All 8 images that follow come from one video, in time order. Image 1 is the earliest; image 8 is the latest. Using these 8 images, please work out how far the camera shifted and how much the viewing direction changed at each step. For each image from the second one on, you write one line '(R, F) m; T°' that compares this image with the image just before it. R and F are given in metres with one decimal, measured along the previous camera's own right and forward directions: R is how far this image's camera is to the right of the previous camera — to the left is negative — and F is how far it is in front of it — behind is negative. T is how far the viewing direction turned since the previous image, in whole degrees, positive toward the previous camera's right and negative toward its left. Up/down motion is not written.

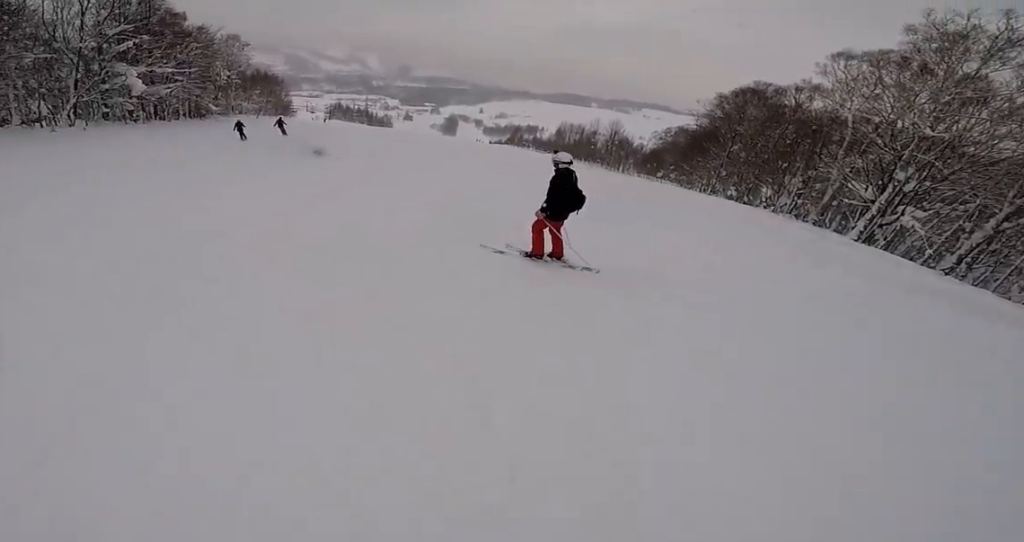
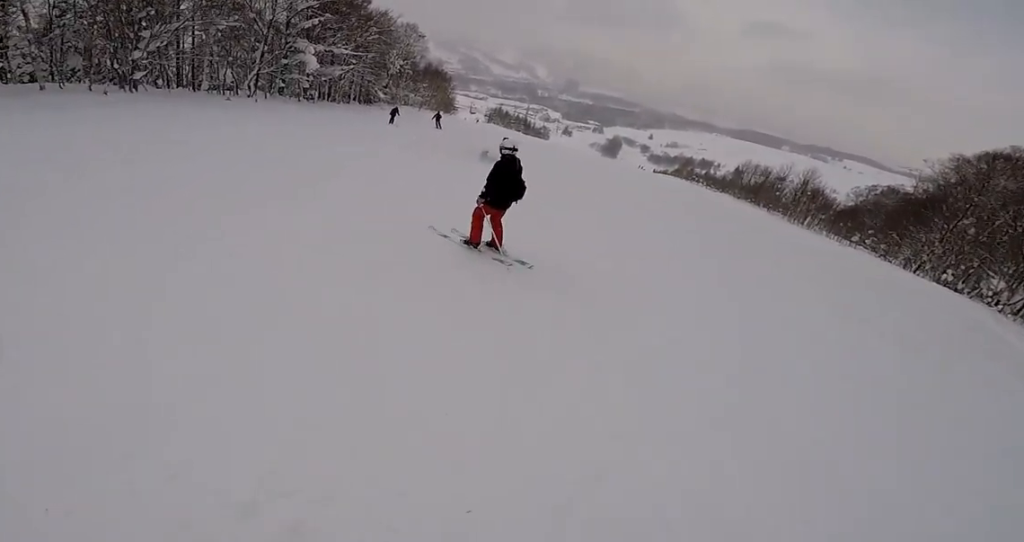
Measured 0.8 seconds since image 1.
(-0.7, +1.9) m; -25°
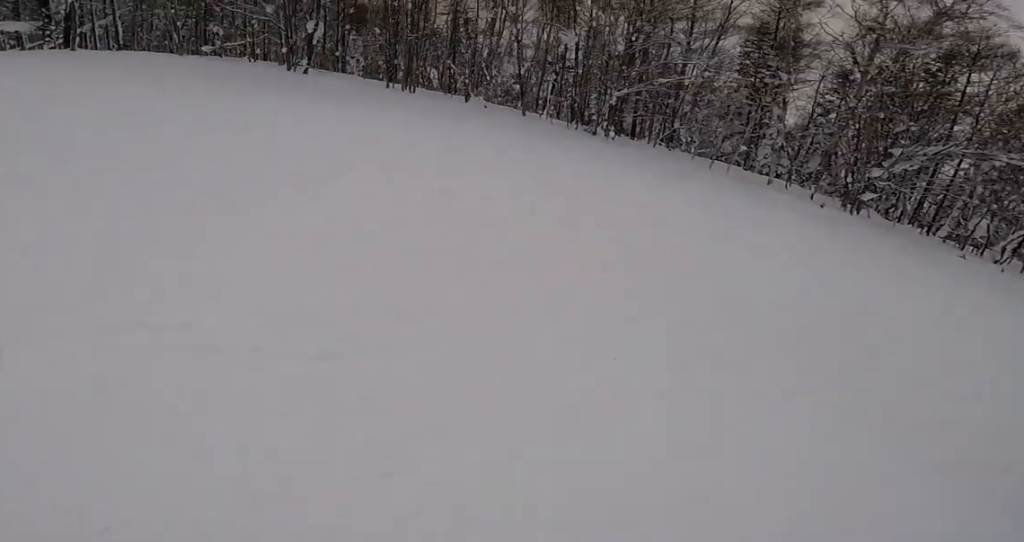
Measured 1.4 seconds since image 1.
(-0.7, +1.7) m; -13°
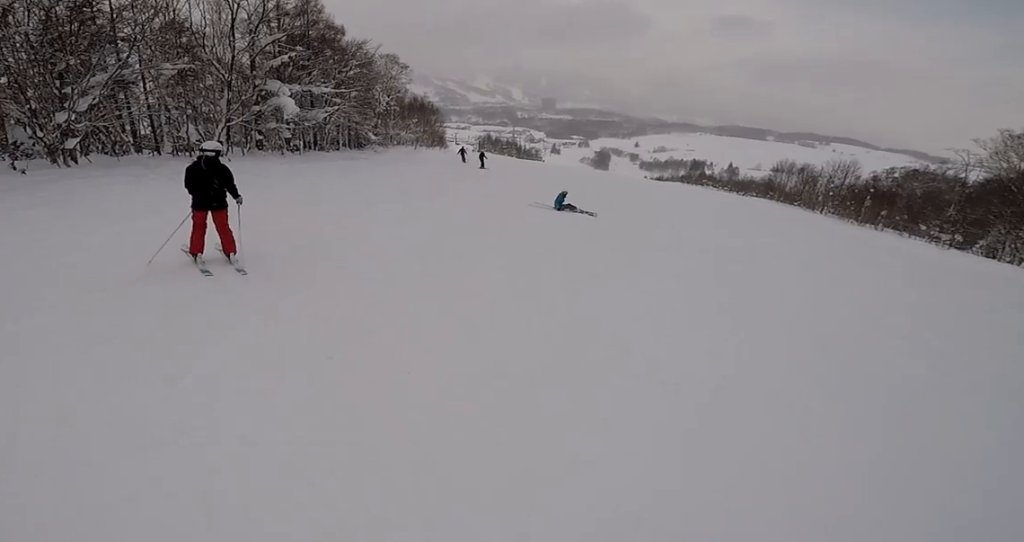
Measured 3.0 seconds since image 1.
(+1.7, +6.2) m; +5°
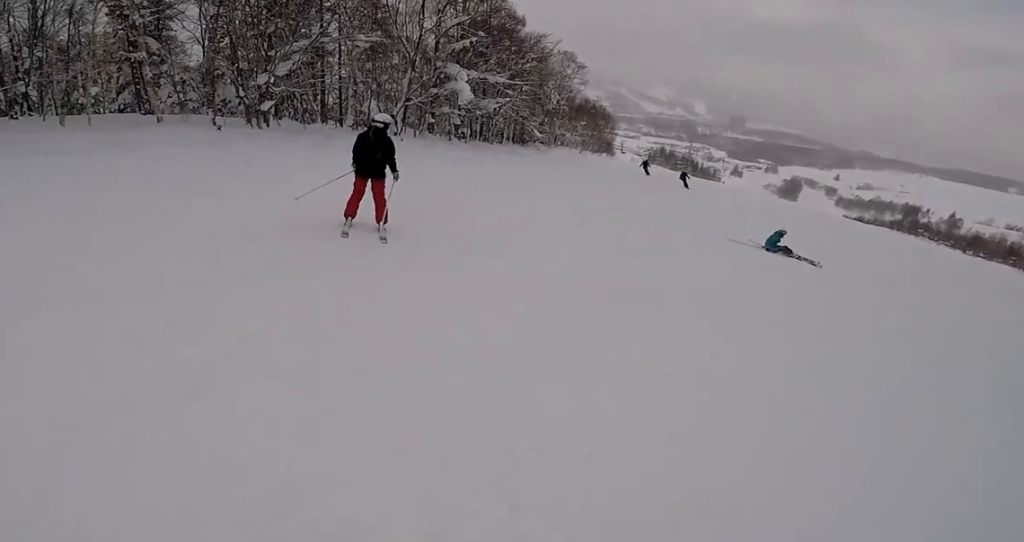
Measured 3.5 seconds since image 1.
(+0.2, +1.8) m; -5°
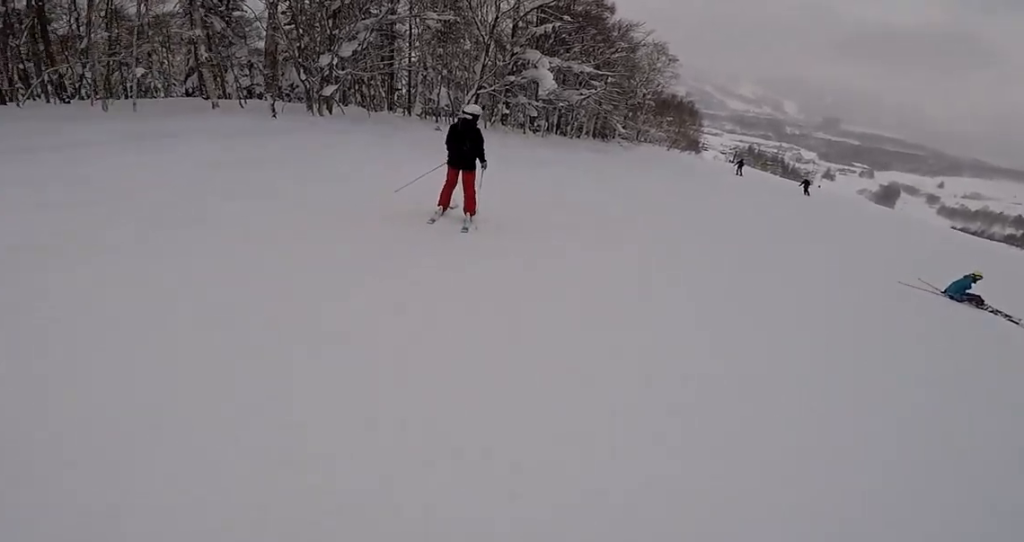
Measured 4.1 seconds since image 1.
(-1.2, +2.8) m; +3°
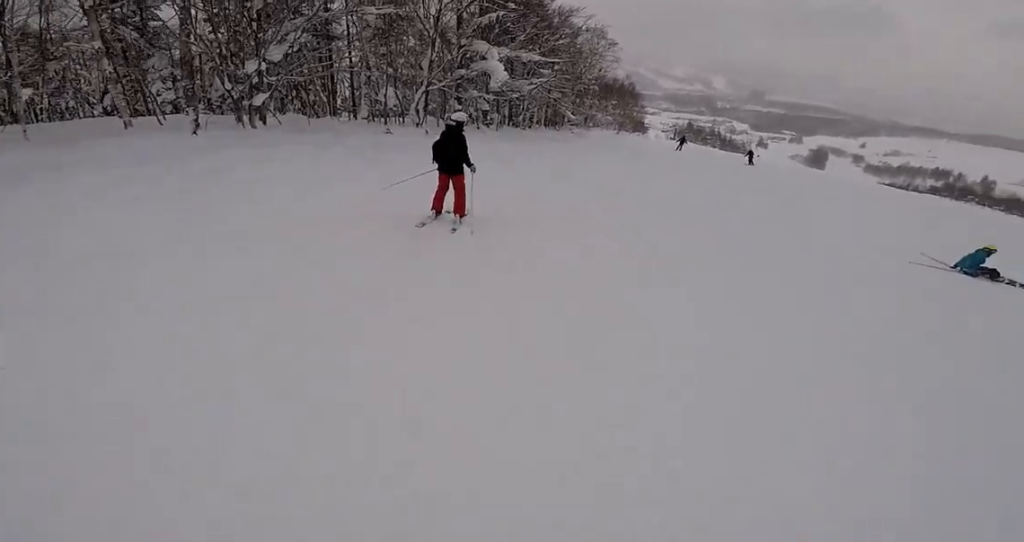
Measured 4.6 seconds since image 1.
(+0.2, +1.9) m; +9°
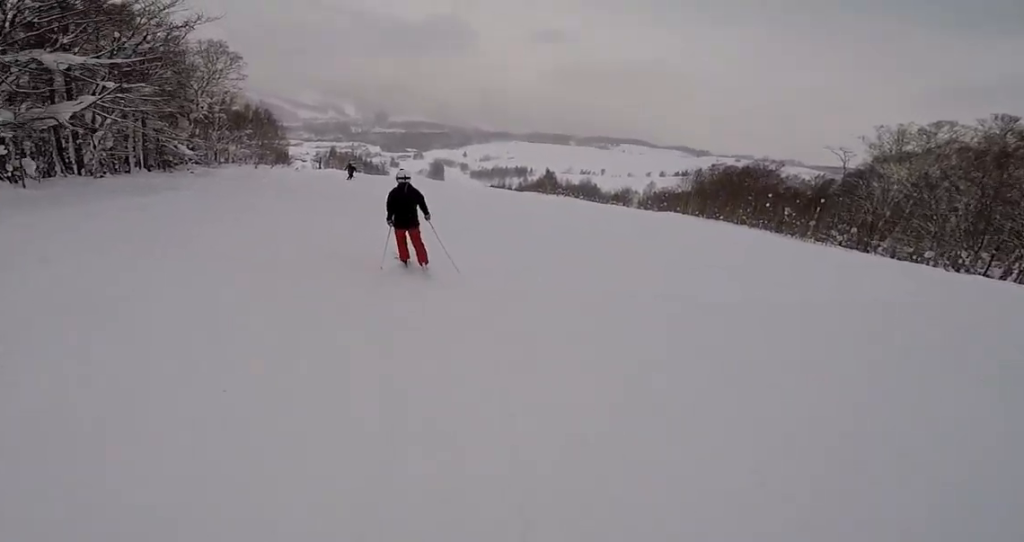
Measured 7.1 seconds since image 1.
(+7.6, +11.1) m; +37°
